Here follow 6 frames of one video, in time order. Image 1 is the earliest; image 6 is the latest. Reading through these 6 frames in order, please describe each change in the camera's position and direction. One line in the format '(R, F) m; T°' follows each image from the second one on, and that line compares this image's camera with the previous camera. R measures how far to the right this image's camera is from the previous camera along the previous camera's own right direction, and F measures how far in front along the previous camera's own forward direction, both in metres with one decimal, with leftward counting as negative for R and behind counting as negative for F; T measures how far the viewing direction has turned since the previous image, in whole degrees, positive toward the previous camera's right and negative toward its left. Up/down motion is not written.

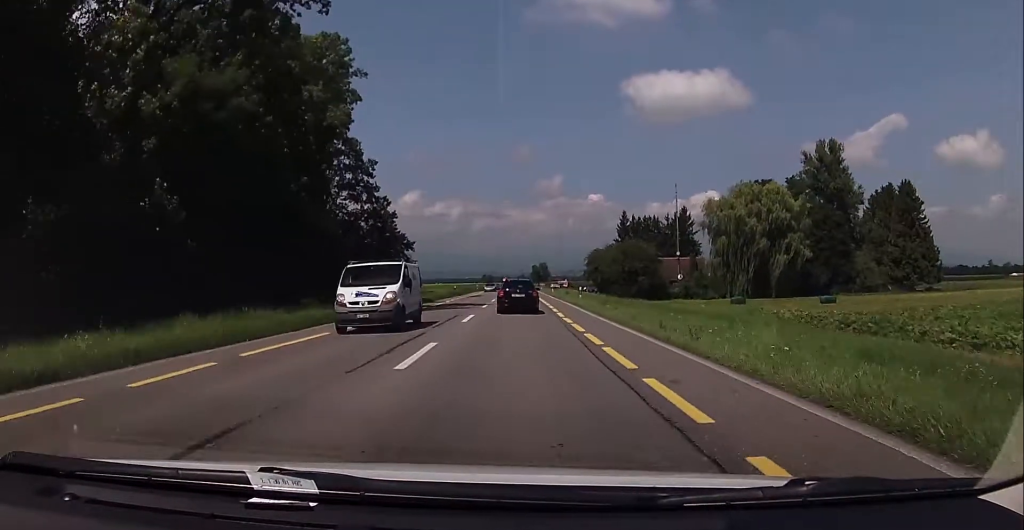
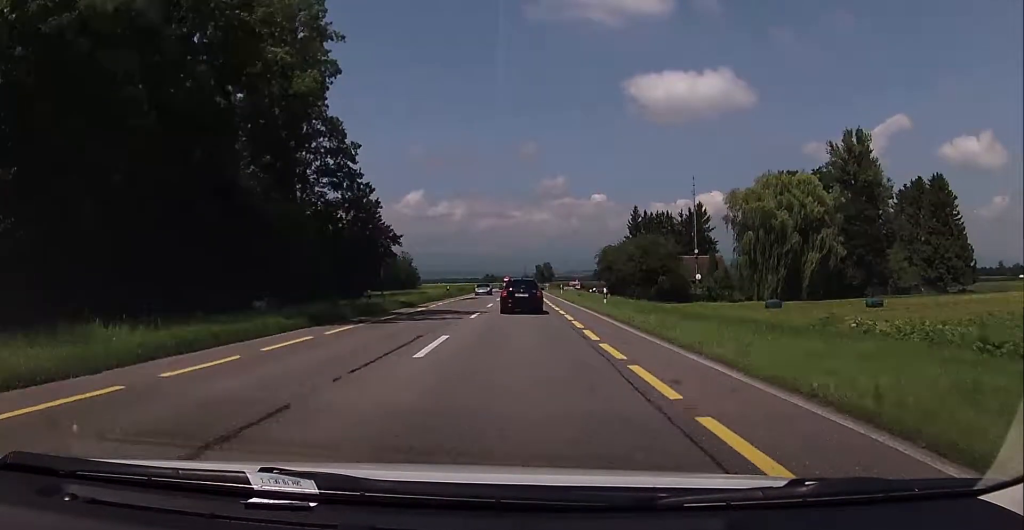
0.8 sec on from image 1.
(0.0, +10.8) m; +1°
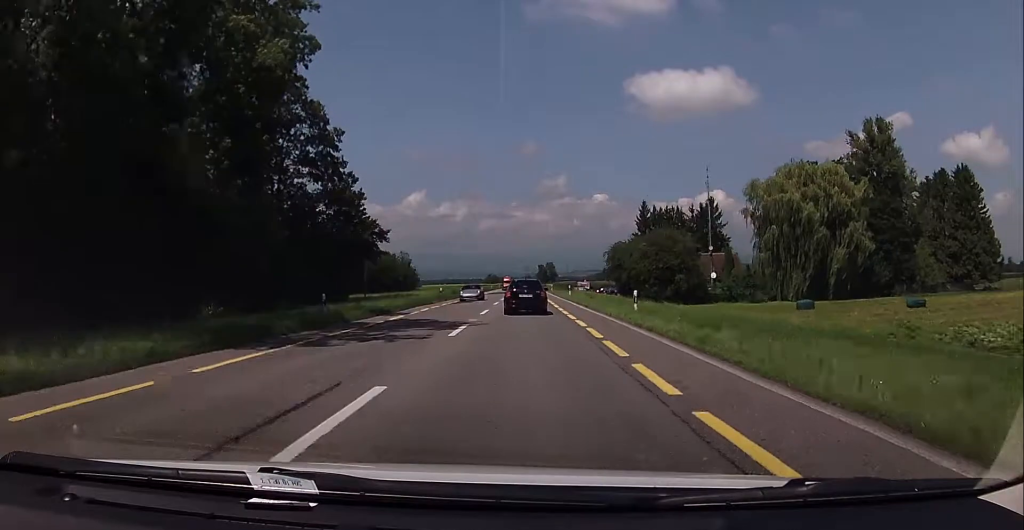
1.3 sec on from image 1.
(+0.1, +7.8) m; 0°
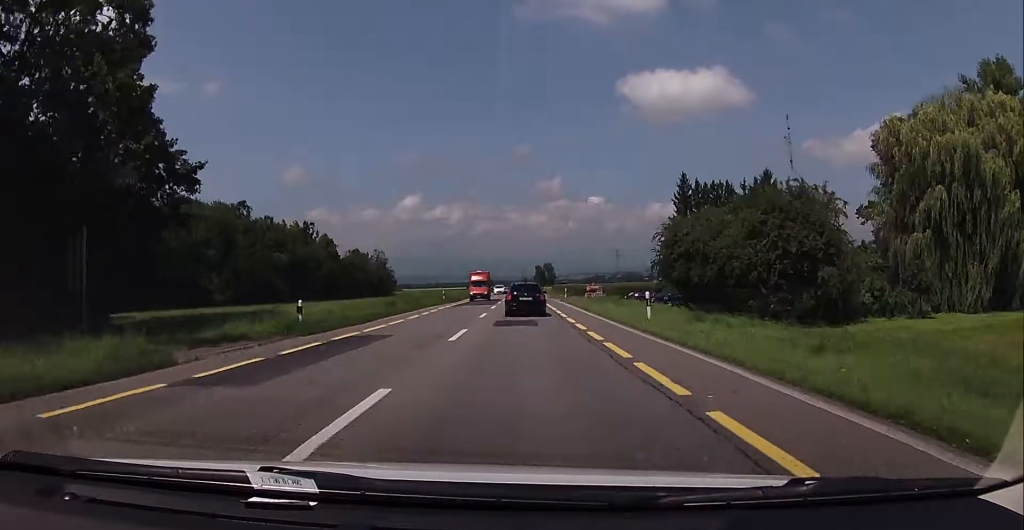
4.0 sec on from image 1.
(-1.2, +35.2) m; -2°
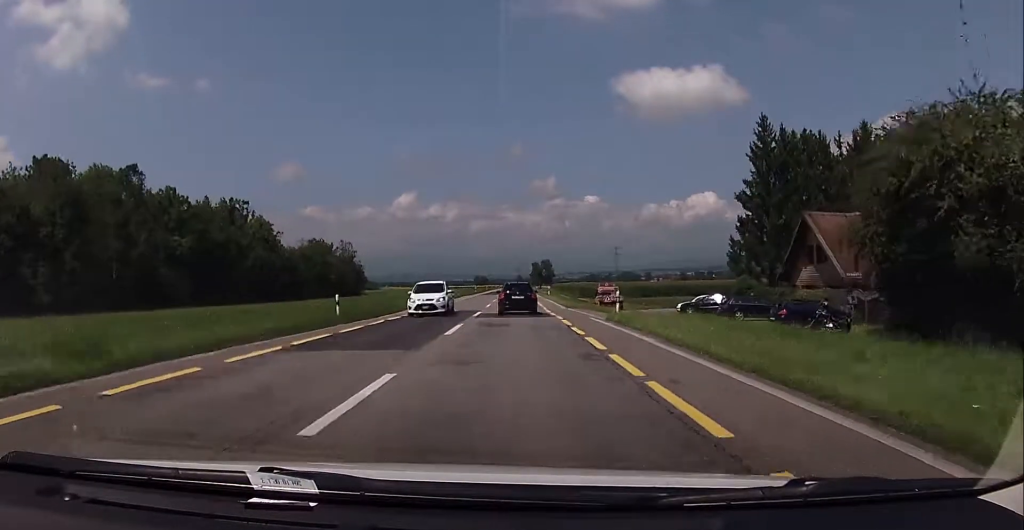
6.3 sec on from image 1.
(+0.6, +31.5) m; +1°
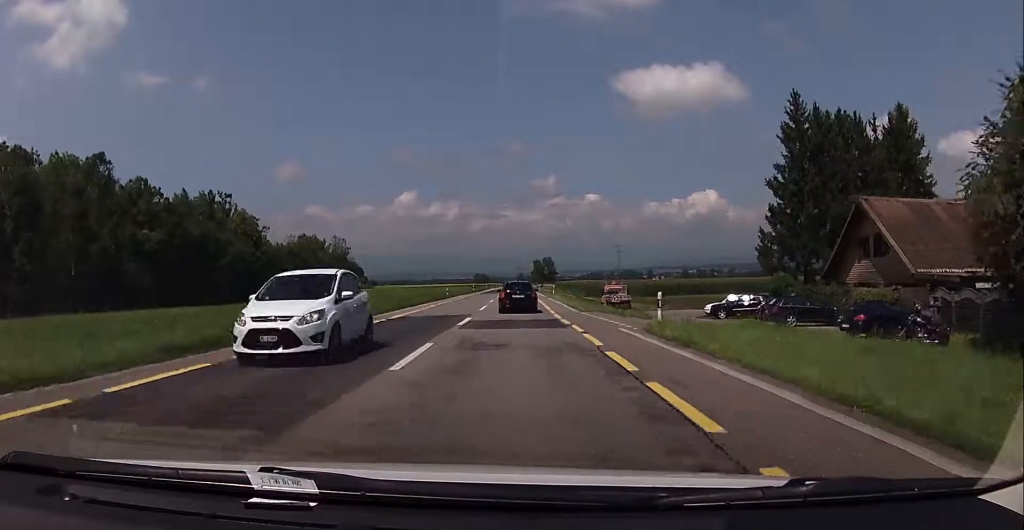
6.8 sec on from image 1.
(0.0, +7.3) m; 0°
